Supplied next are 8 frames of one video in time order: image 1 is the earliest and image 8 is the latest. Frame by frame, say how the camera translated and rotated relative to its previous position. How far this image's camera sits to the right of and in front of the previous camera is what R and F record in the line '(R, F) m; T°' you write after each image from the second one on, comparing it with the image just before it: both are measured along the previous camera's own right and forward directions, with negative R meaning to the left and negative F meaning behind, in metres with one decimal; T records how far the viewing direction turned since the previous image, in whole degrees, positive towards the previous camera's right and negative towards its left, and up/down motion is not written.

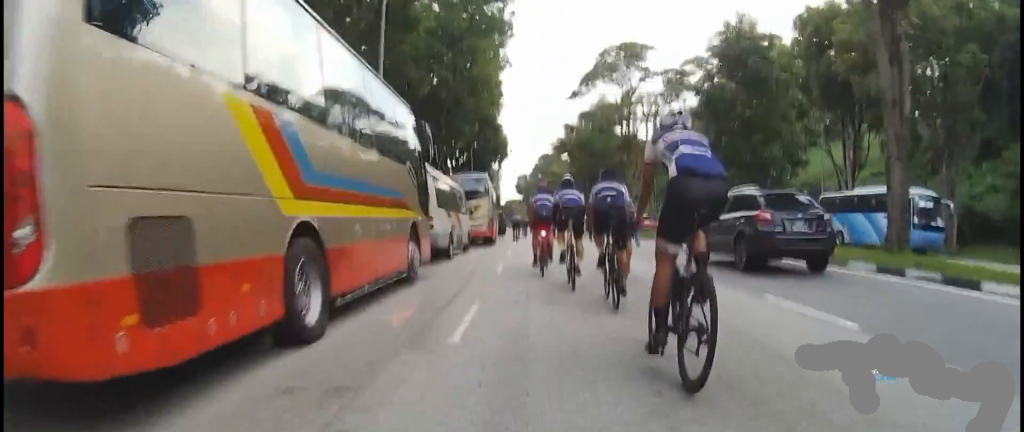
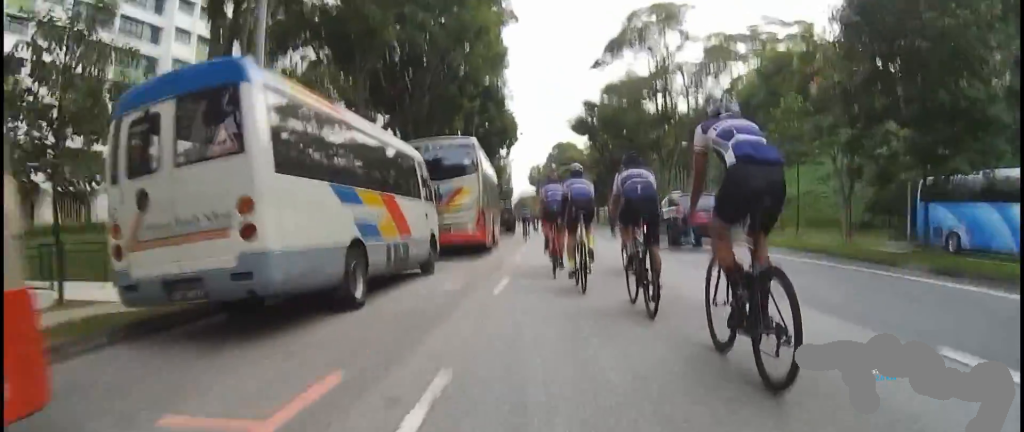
(+0.6, +8.5) m; +3°
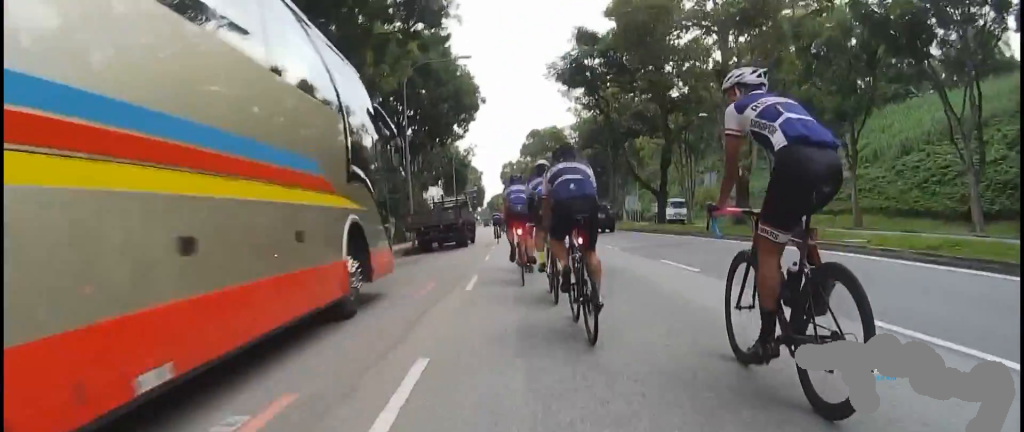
(-1.1, +16.4) m; -8°
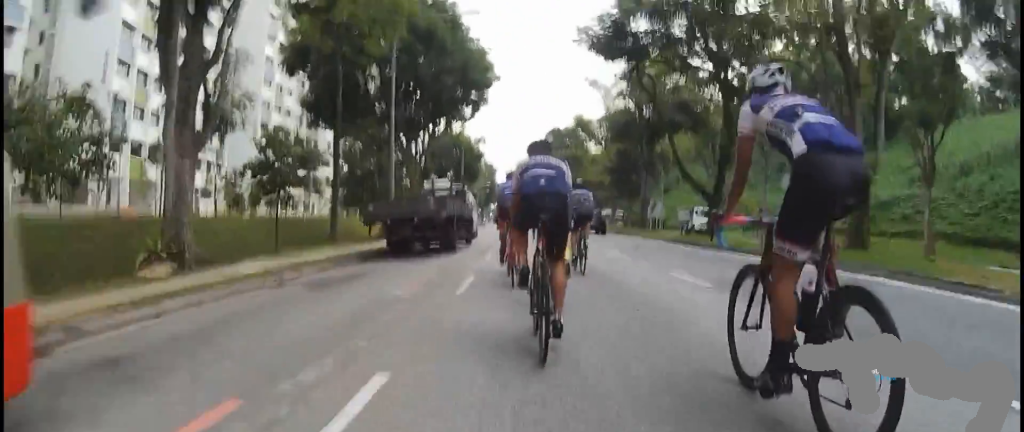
(0.0, +6.4) m; +1°
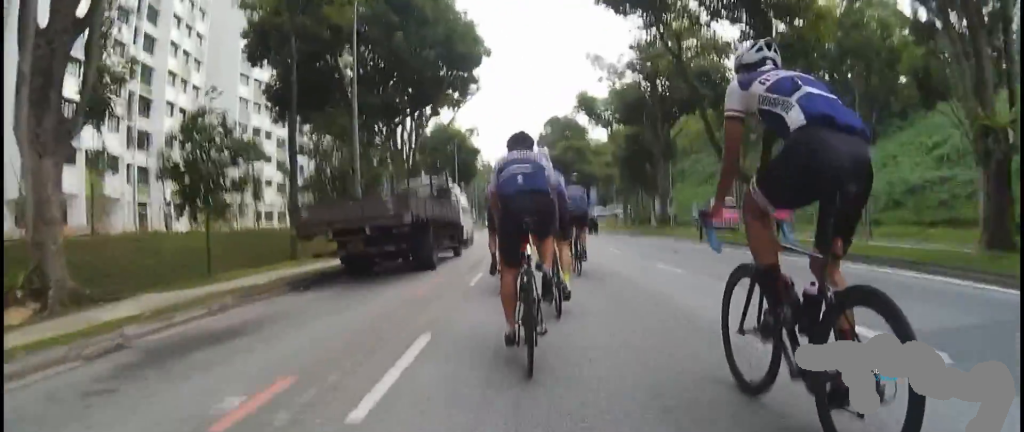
(-0.3, +4.2) m; +5°
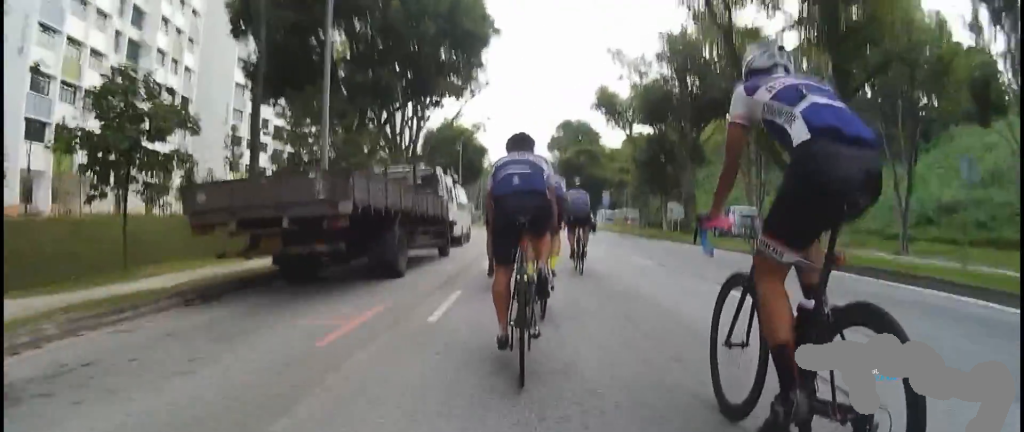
(-0.2, +3.3) m; +3°
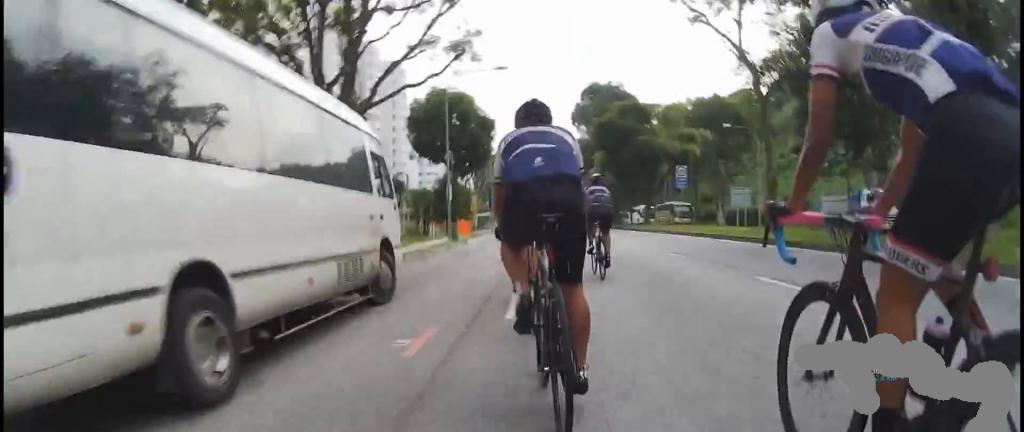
(+0.3, +16.8) m; -10°
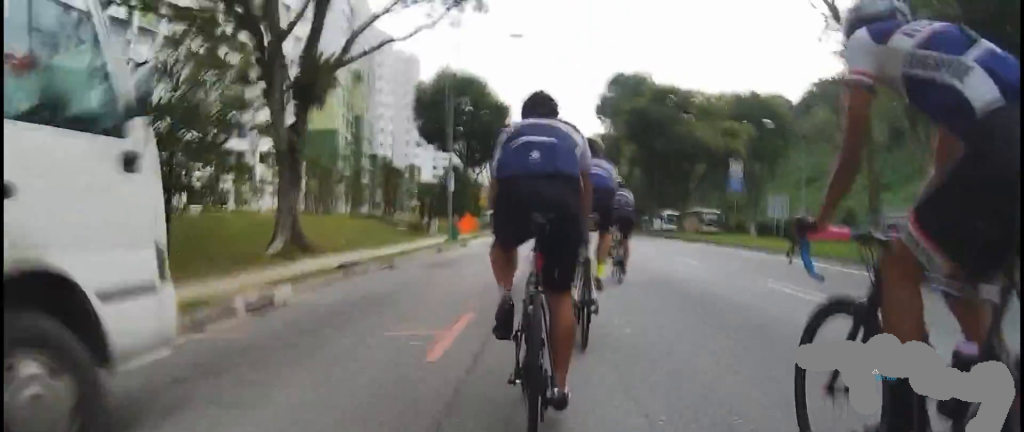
(-0.3, +5.4) m; 0°
